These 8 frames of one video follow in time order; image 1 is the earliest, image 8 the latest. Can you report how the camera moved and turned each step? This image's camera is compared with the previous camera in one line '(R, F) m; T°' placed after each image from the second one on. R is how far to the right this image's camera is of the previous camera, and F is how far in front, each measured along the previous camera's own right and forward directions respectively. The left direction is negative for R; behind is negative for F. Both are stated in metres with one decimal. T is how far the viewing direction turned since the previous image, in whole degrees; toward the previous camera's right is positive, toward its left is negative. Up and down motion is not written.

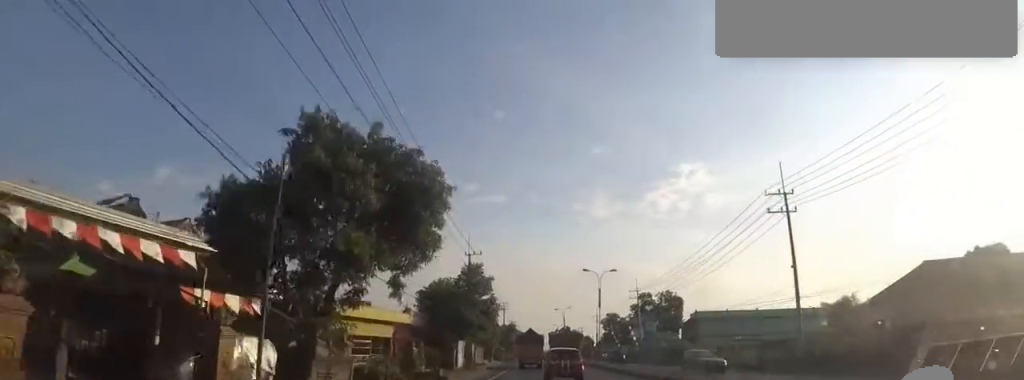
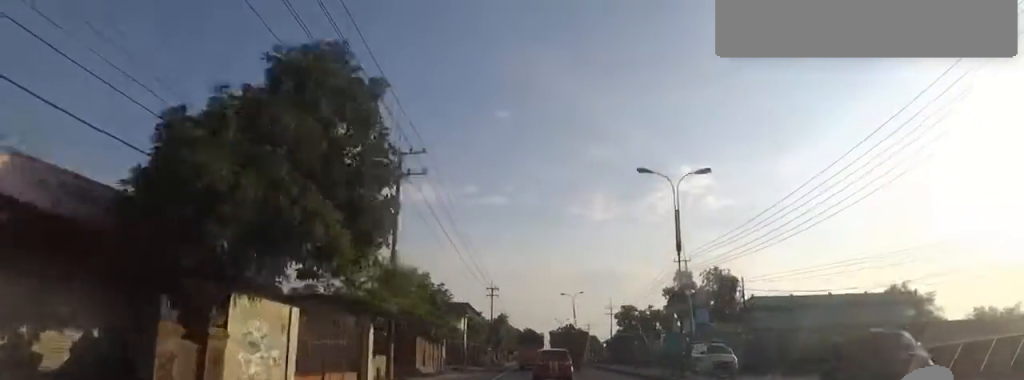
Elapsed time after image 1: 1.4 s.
(-0.9, +24.9) m; +1°
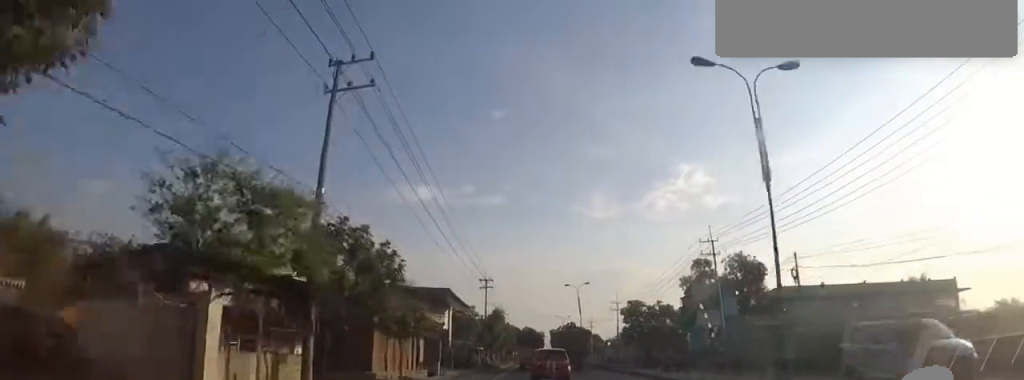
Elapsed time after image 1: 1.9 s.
(+0.1, +8.2) m; +1°
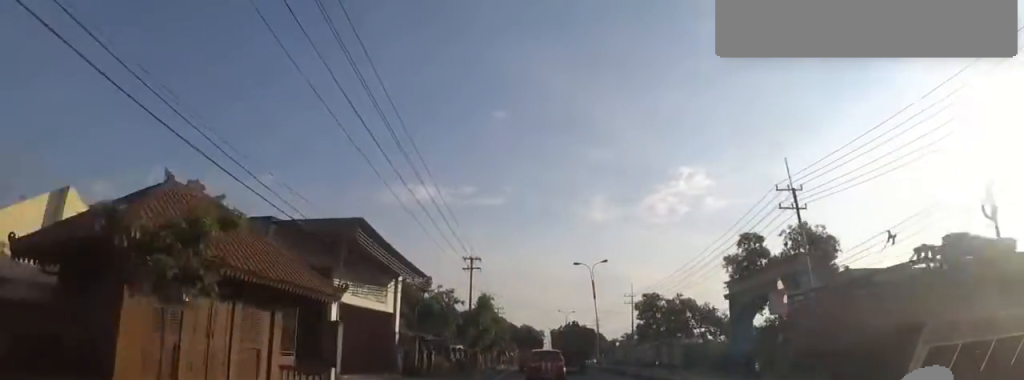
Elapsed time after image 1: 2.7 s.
(+0.6, +14.6) m; -1°
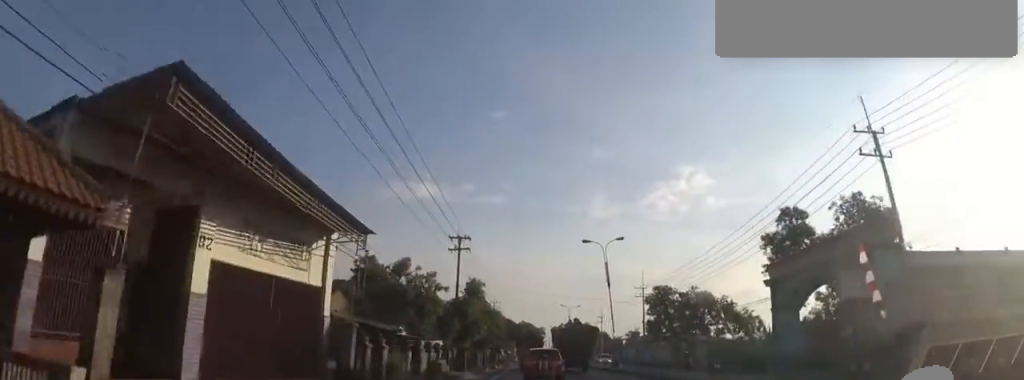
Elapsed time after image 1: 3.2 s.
(-0.5, +8.1) m; -1°
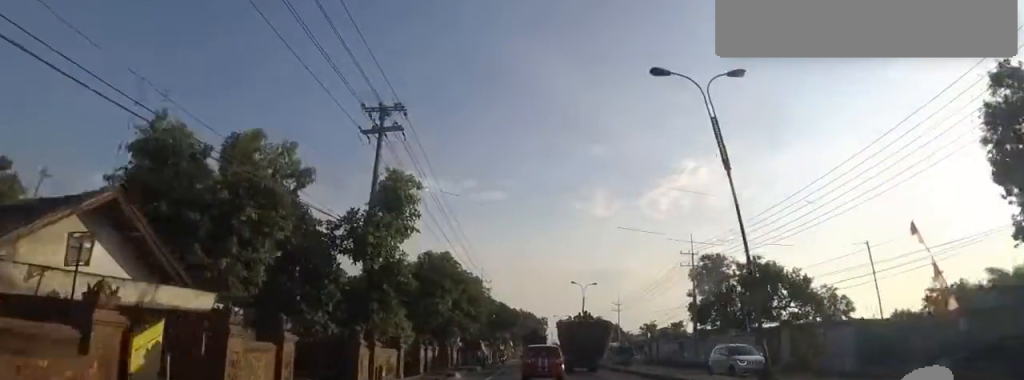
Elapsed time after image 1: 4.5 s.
(-0.5, +22.2) m; +2°
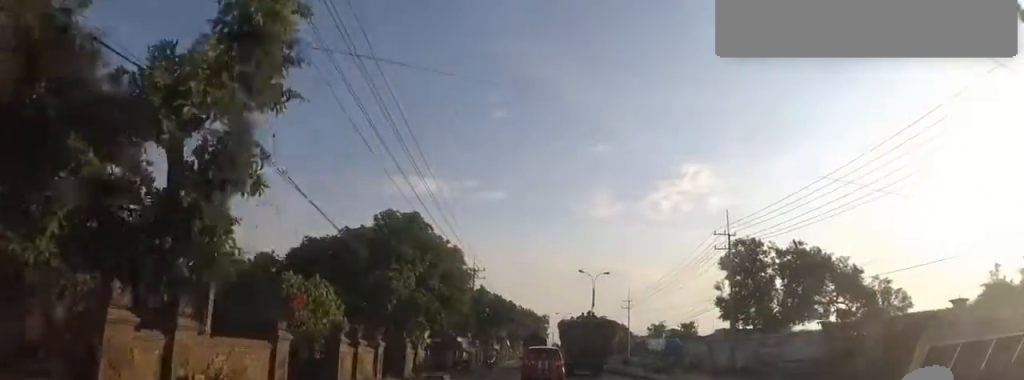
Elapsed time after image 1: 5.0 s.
(+0.3, +9.2) m; 0°
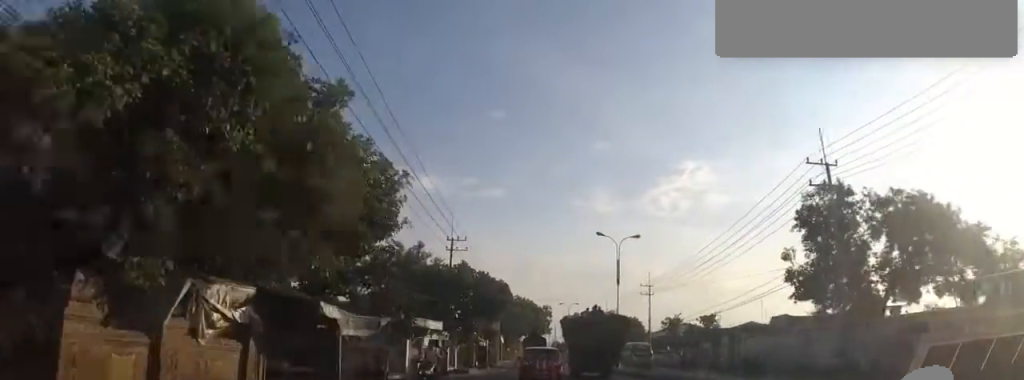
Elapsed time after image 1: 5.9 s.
(+0.4, +14.7) m; 0°
